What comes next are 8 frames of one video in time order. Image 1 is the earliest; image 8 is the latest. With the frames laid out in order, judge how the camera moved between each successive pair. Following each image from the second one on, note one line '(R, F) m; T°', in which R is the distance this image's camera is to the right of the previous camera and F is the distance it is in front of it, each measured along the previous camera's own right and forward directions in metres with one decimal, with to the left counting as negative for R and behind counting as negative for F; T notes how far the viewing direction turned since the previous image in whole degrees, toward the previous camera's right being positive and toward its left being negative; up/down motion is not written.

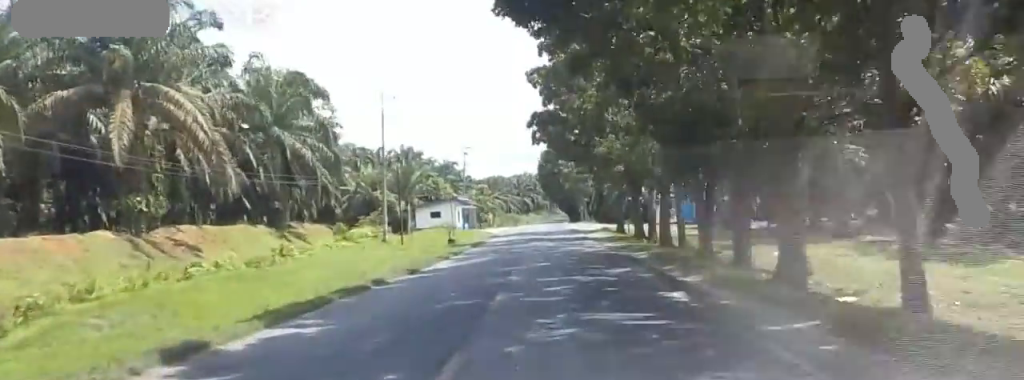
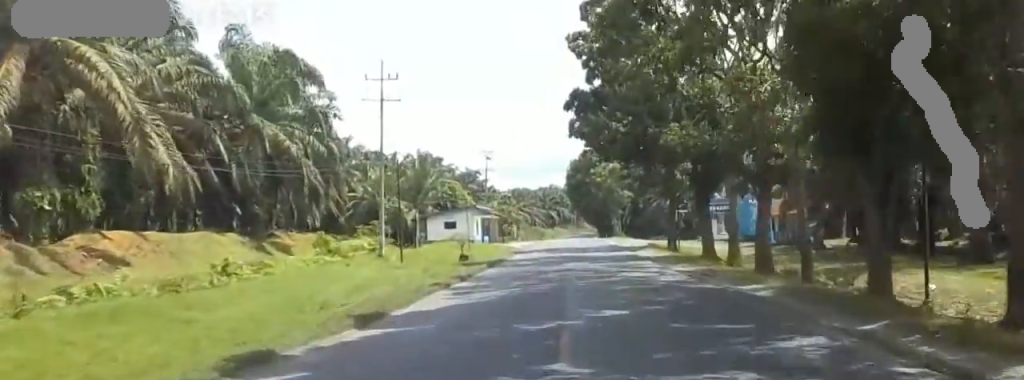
(-0.2, +14.3) m; 0°
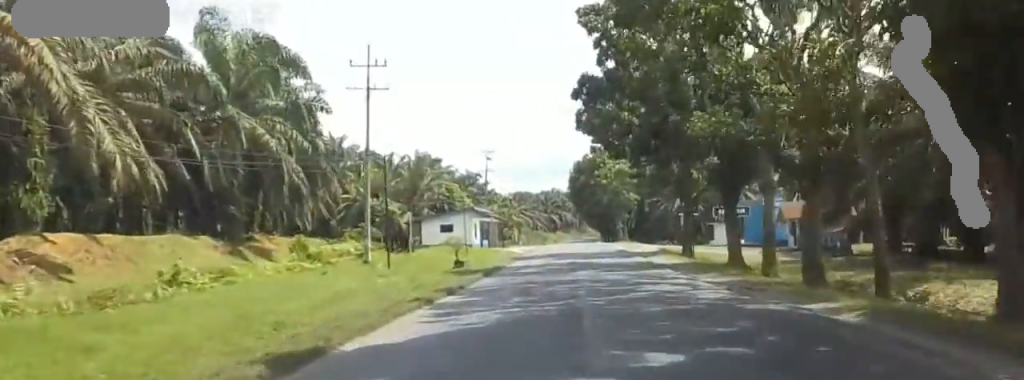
(-0.1, +5.5) m; 0°
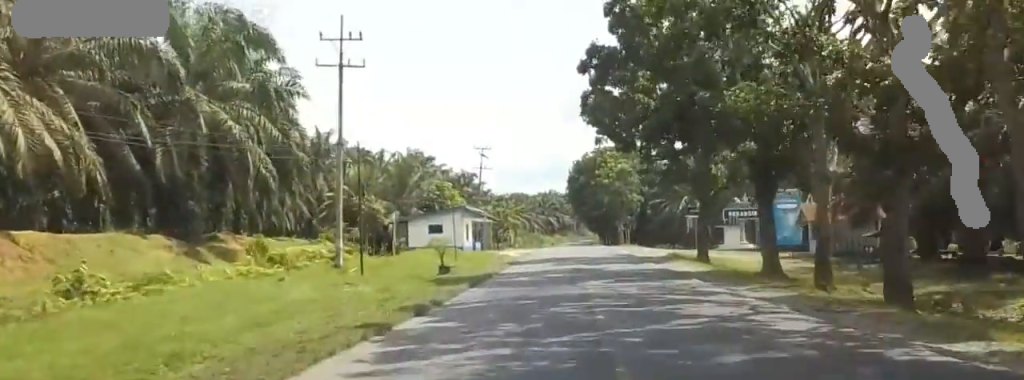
(+0.1, +6.7) m; 0°
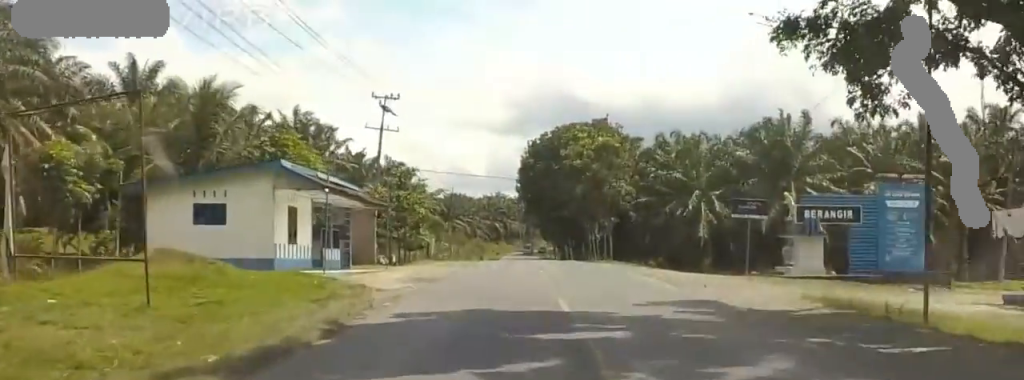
(-0.3, +40.9) m; 0°
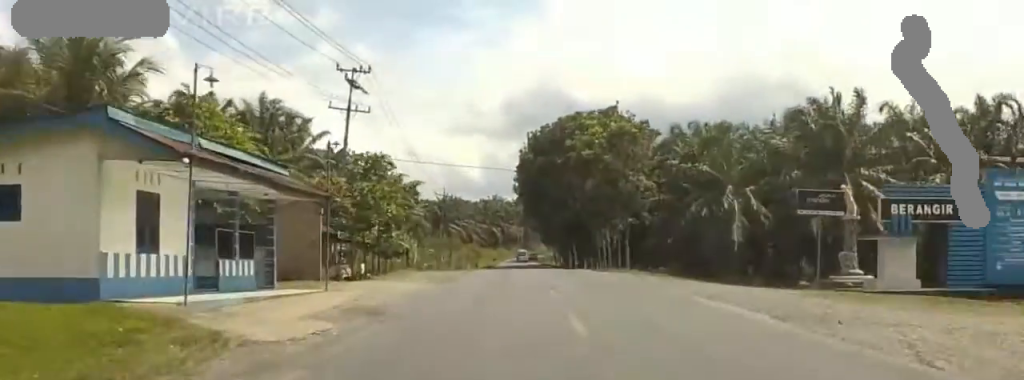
(+0.2, +12.9) m; +1°
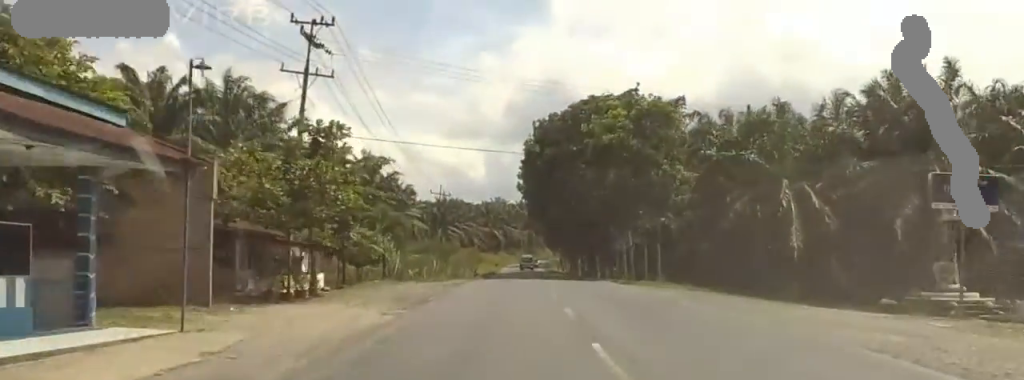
(0.0, +12.9) m; -1°
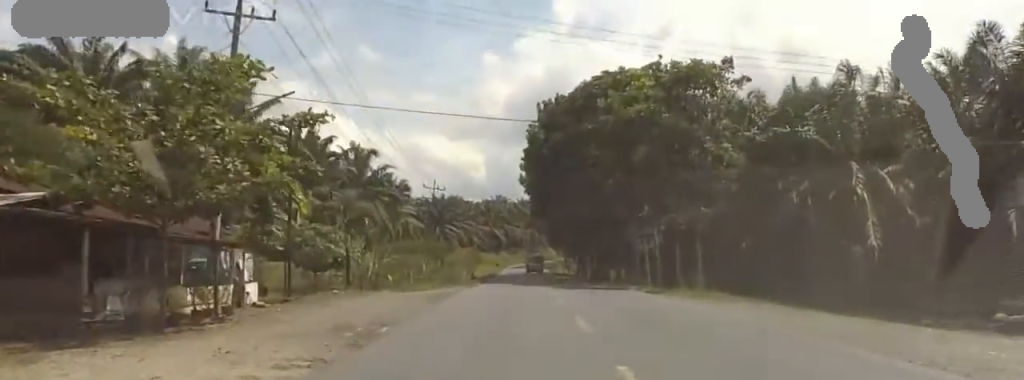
(-0.2, +11.0) m; 0°
